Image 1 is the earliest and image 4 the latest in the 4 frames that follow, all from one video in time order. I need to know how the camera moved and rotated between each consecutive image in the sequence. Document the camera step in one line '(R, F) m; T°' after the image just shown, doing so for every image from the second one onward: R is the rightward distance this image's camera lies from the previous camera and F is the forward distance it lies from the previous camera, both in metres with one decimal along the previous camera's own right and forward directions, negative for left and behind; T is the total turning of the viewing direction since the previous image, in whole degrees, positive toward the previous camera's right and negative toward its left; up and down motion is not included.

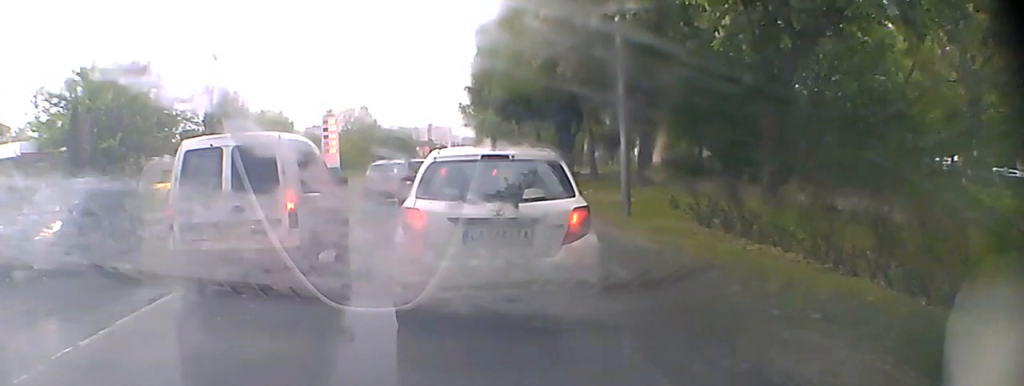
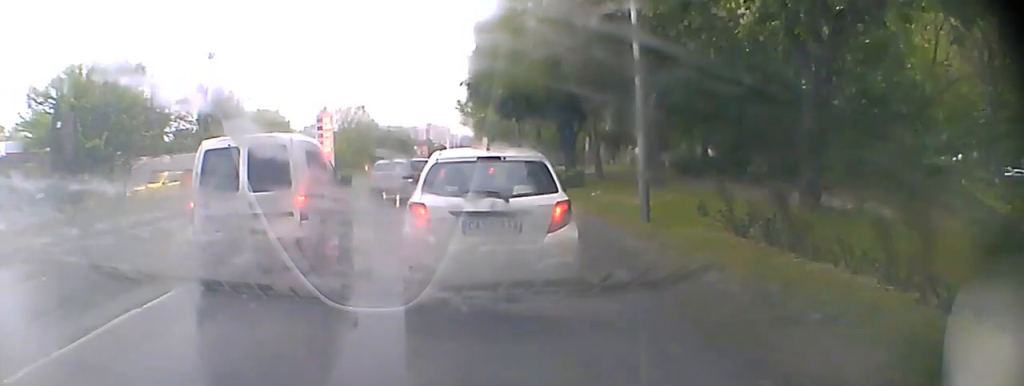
(0.0, +2.2) m; 0°
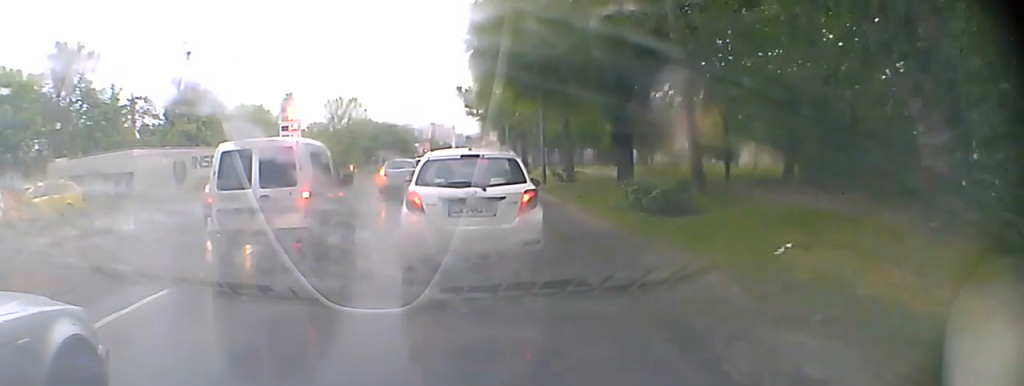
(-0.4, +13.7) m; -3°
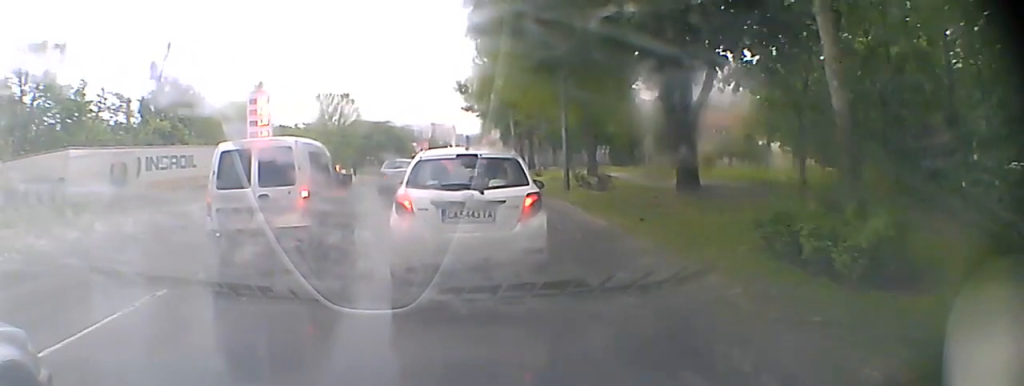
(-0.1, +4.0) m; -2°
